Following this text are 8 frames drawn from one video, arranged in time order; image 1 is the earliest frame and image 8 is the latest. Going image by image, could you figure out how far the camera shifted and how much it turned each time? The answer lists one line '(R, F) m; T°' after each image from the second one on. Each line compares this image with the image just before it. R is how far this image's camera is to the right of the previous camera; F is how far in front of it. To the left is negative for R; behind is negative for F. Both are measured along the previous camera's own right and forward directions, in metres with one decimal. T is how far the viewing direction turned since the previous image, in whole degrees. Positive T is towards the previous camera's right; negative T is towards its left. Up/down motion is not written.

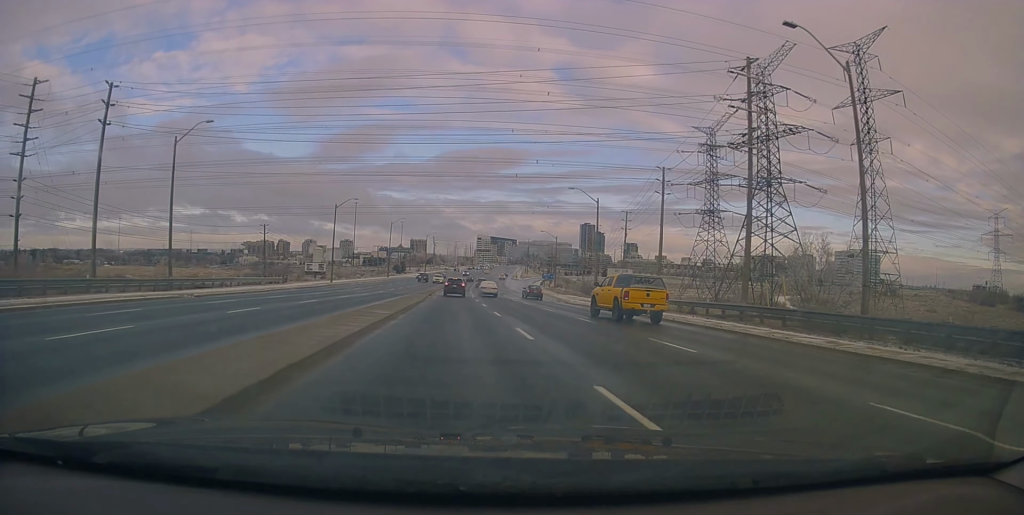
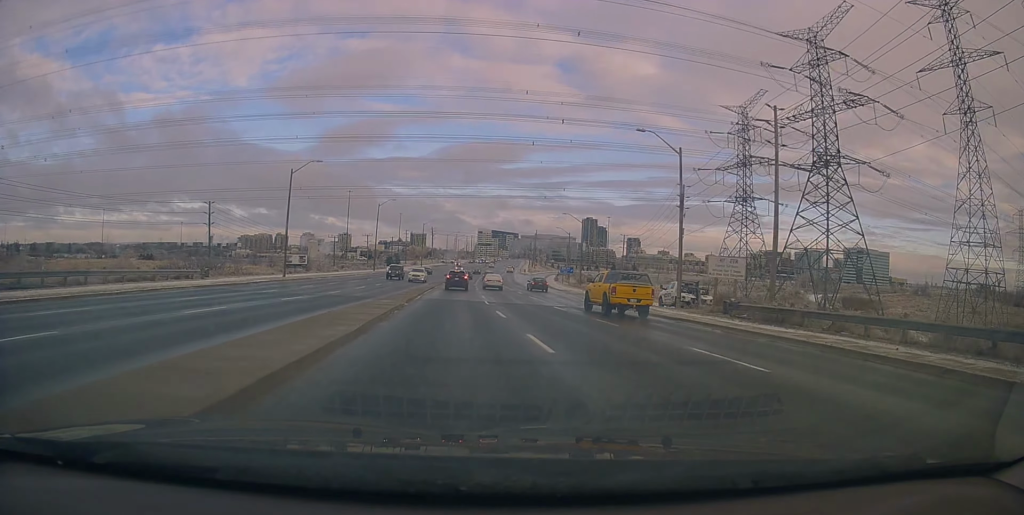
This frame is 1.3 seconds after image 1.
(-0.4, +21.1) m; 0°
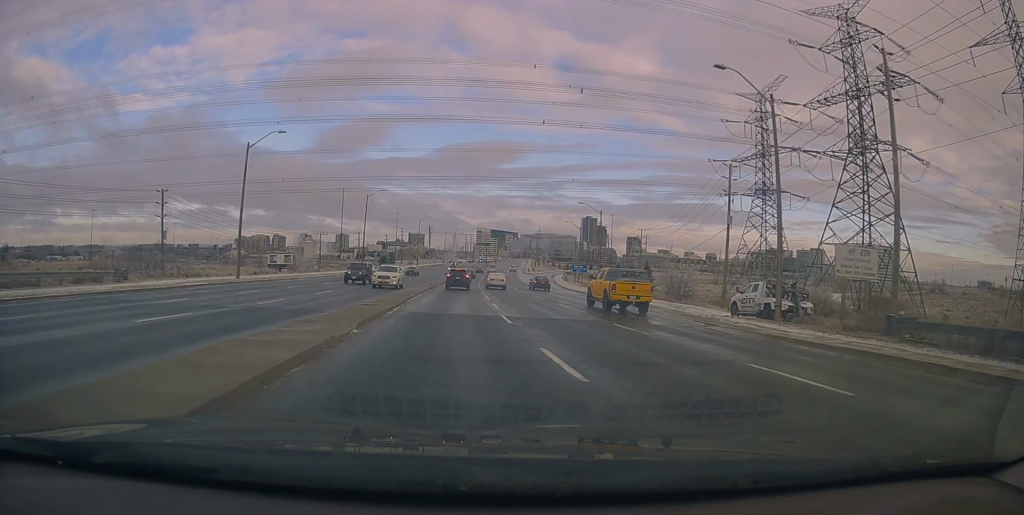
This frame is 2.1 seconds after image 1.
(+0.2, +11.1) m; +1°
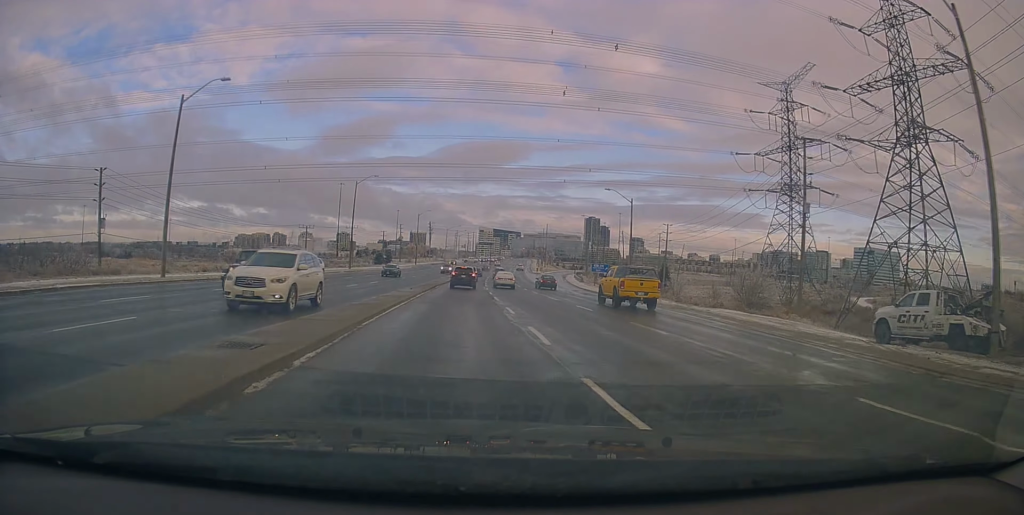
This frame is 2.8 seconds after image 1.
(-0.2, +12.3) m; +1°
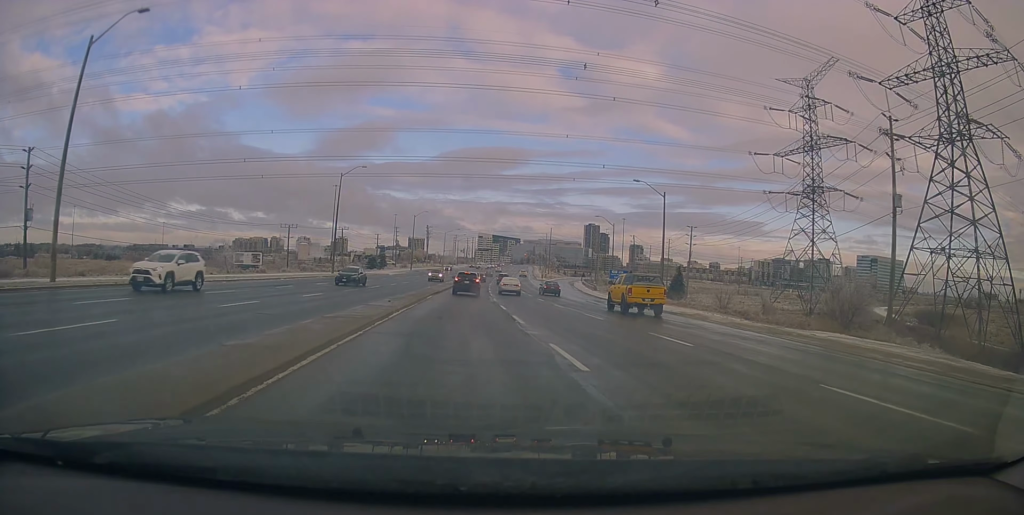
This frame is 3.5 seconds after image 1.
(+0.3, +10.8) m; 0°
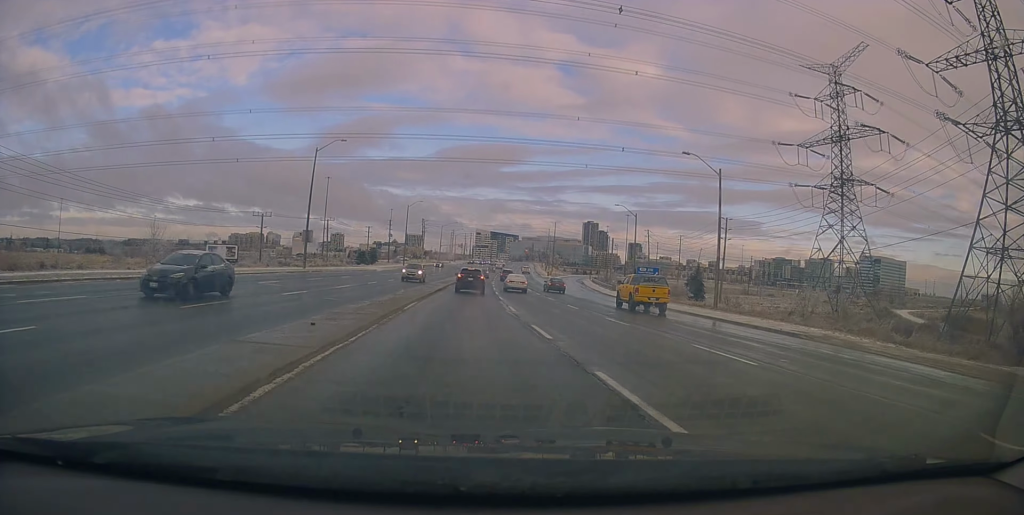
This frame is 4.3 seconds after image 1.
(-0.1, +12.9) m; -1°
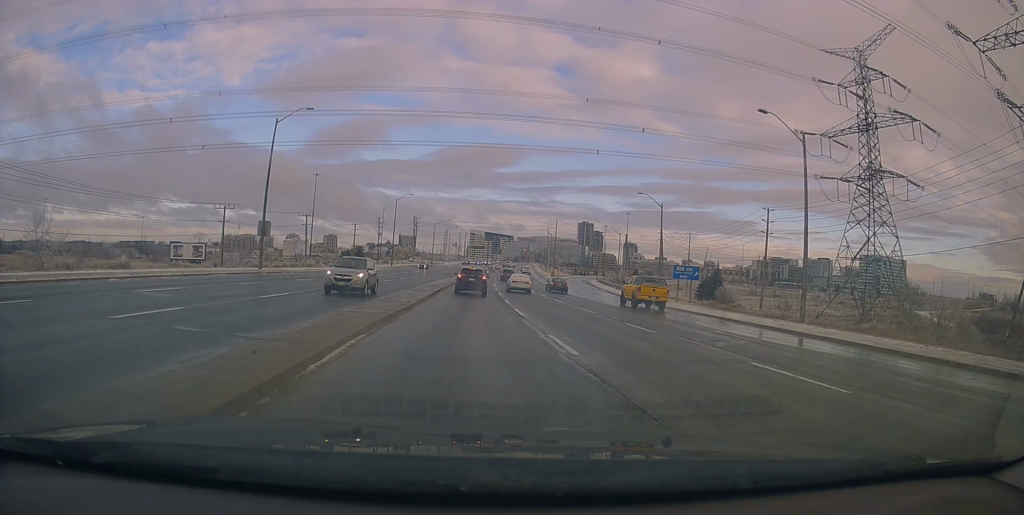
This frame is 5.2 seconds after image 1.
(-0.2, +12.5) m; 0°
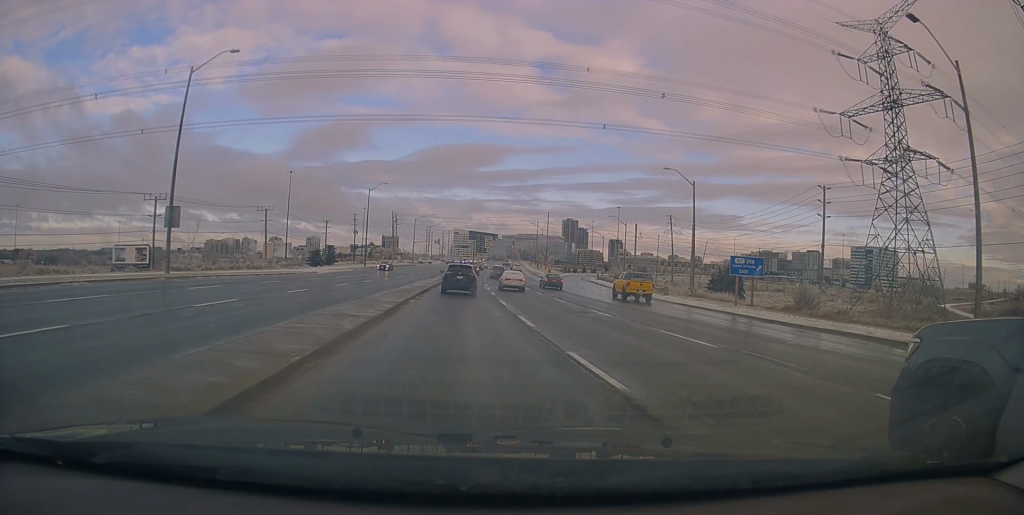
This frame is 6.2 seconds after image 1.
(+0.2, +14.0) m; +1°
